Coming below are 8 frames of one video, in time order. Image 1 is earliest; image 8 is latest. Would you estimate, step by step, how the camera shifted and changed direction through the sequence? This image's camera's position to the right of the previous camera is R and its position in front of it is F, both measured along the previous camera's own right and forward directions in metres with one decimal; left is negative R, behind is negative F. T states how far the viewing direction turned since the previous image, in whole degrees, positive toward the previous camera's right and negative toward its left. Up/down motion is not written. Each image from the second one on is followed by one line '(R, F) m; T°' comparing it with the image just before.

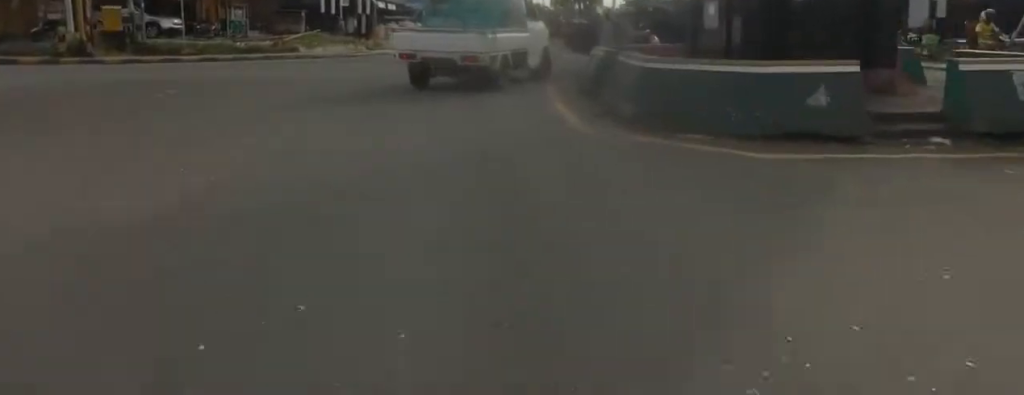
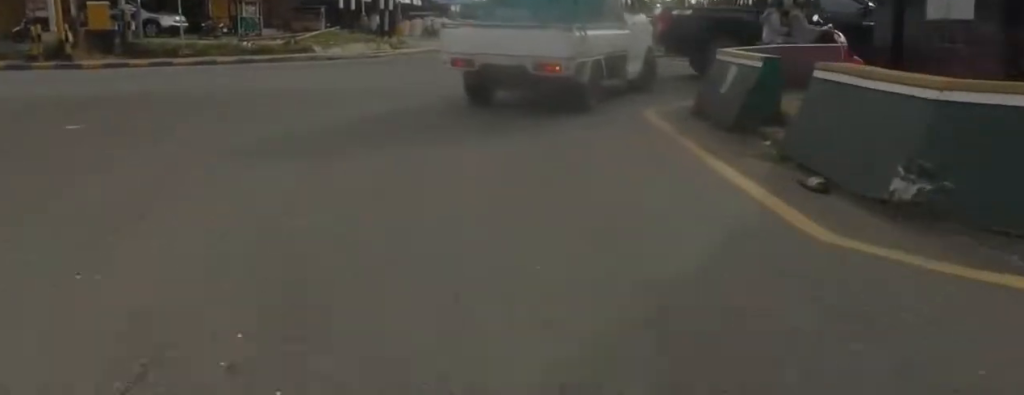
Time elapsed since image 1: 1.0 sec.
(0.0, +2.7) m; 0°
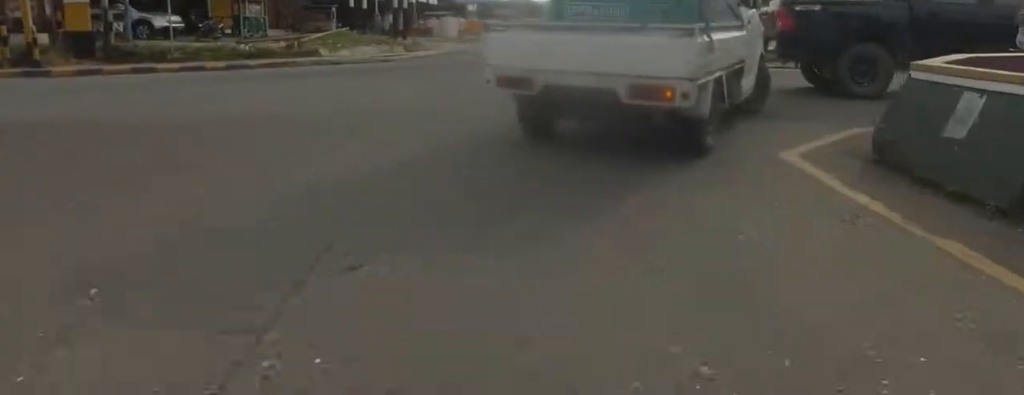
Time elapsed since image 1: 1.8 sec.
(0.0, +2.2) m; 0°
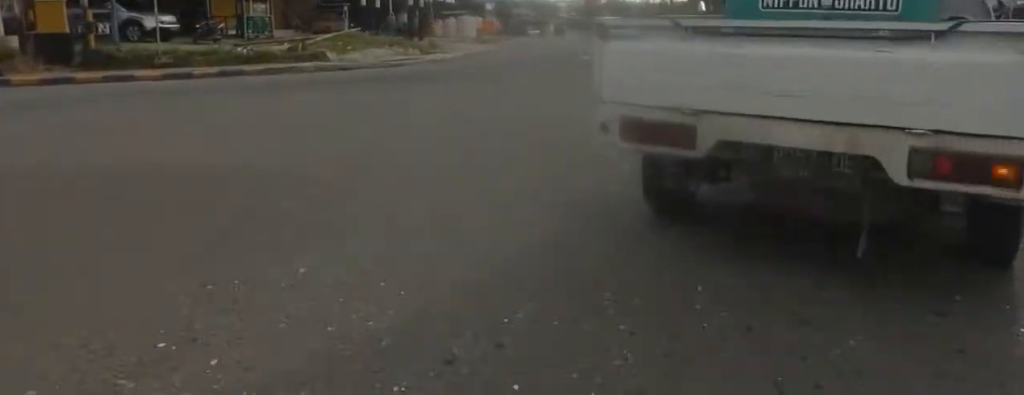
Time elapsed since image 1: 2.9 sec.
(0.0, +2.9) m; 0°
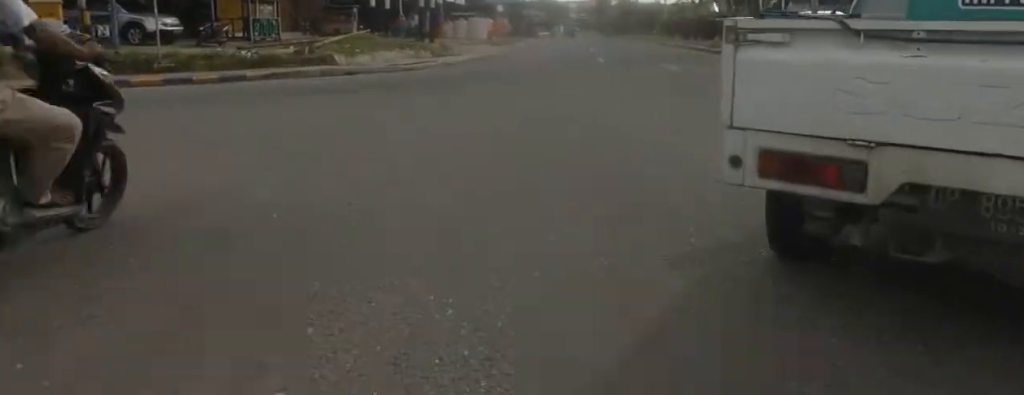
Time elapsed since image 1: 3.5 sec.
(0.0, +1.5) m; 0°
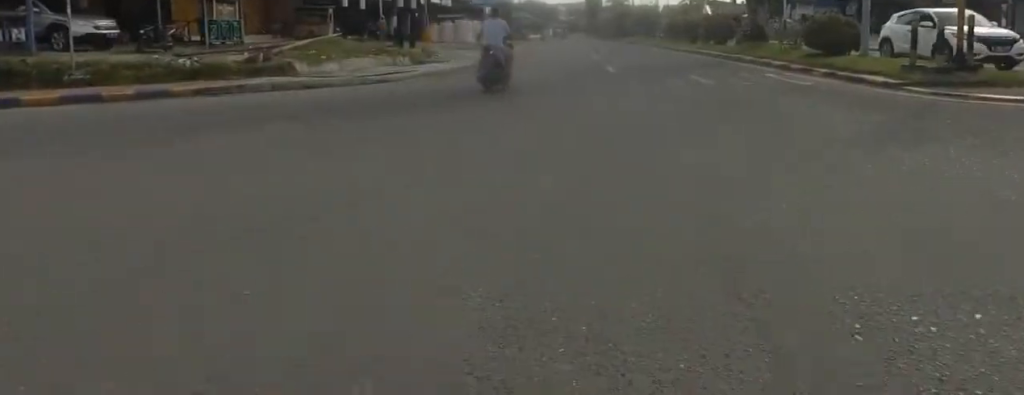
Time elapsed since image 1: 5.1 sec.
(0.0, +5.0) m; 0°
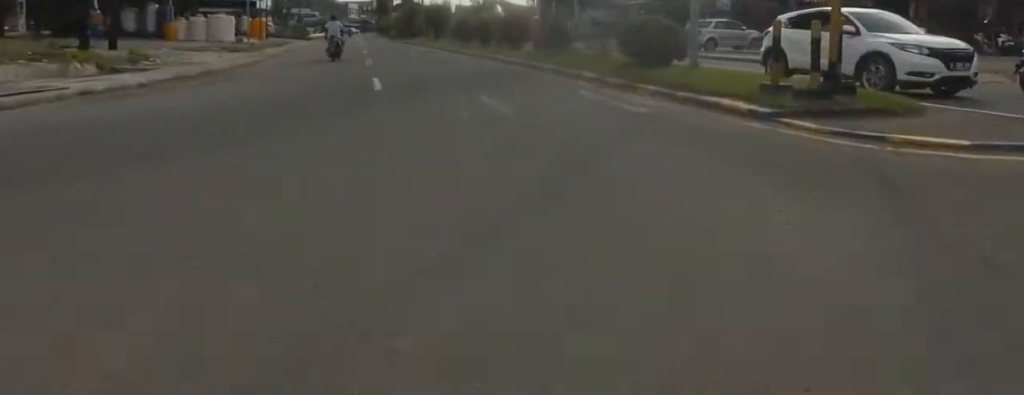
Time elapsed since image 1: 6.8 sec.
(+0.4, +6.2) m; +17°
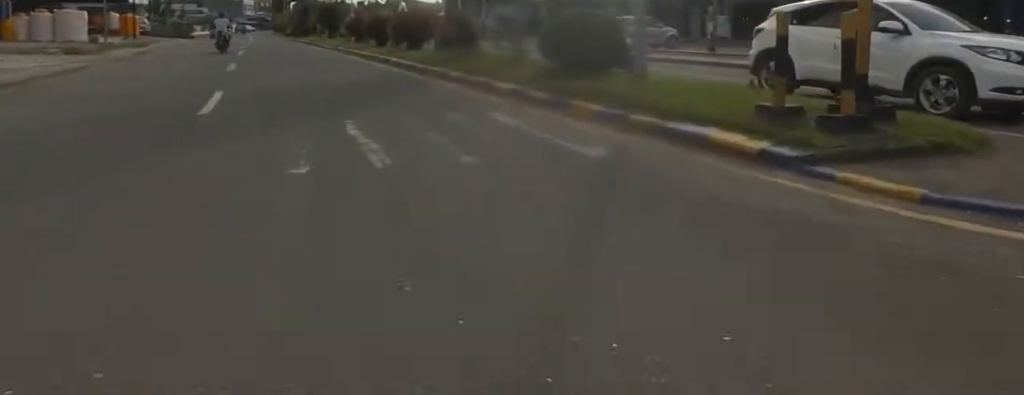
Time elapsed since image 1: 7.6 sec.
(+0.6, +3.5) m; +9°
